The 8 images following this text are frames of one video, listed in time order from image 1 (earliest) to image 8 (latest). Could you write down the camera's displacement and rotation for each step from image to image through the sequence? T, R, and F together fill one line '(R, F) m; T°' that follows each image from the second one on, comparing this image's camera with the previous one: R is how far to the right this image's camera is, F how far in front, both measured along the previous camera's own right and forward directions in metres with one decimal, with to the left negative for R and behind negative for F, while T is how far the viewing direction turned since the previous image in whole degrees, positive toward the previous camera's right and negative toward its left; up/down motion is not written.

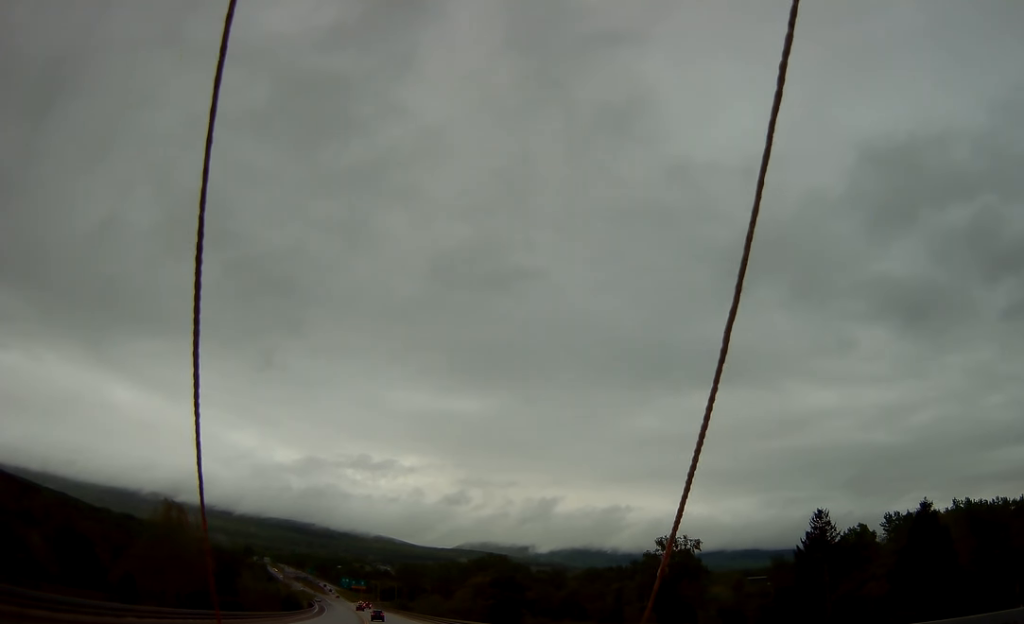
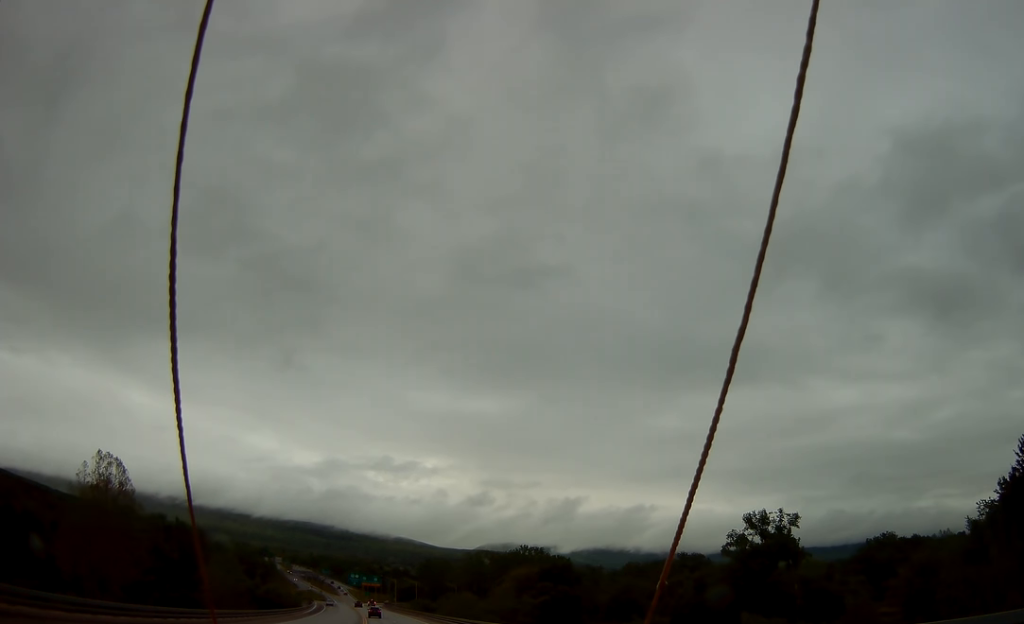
(-0.9, +43.7) m; -2°
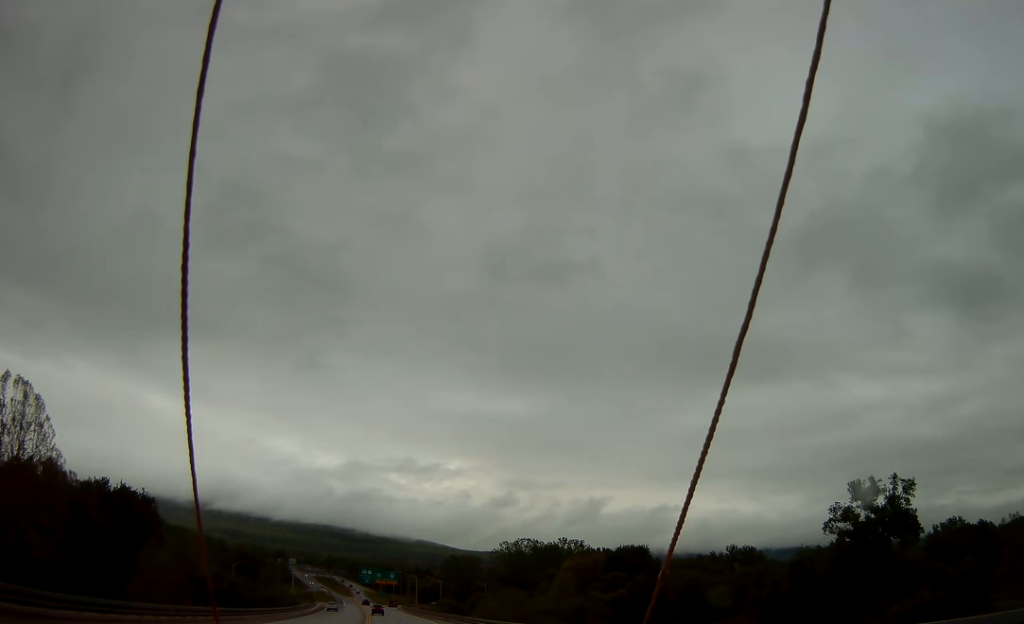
(-0.1, +35.3) m; -1°
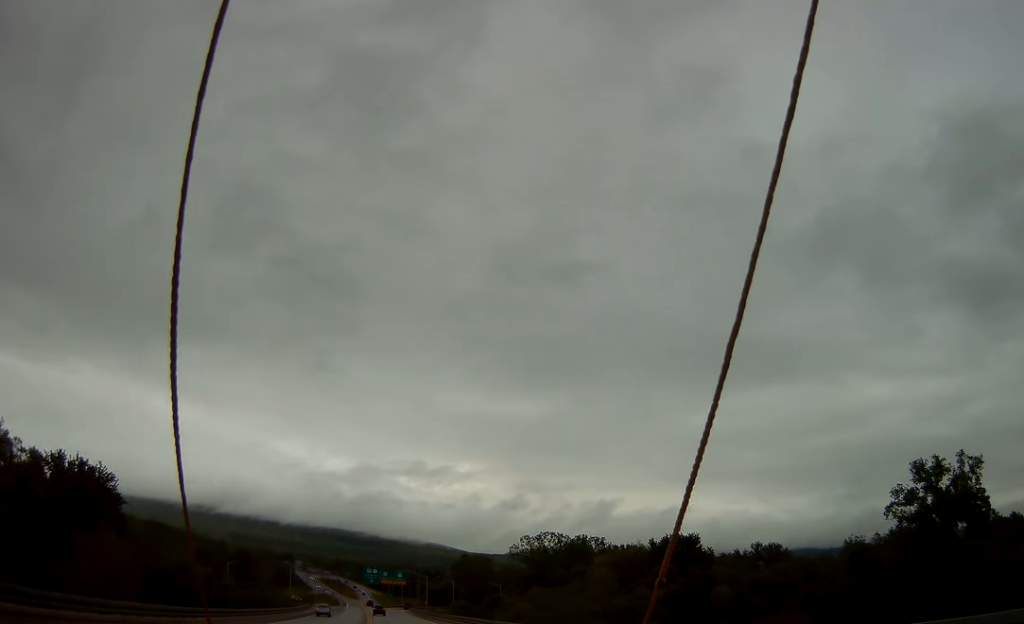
(-0.2, +17.1) m; -1°
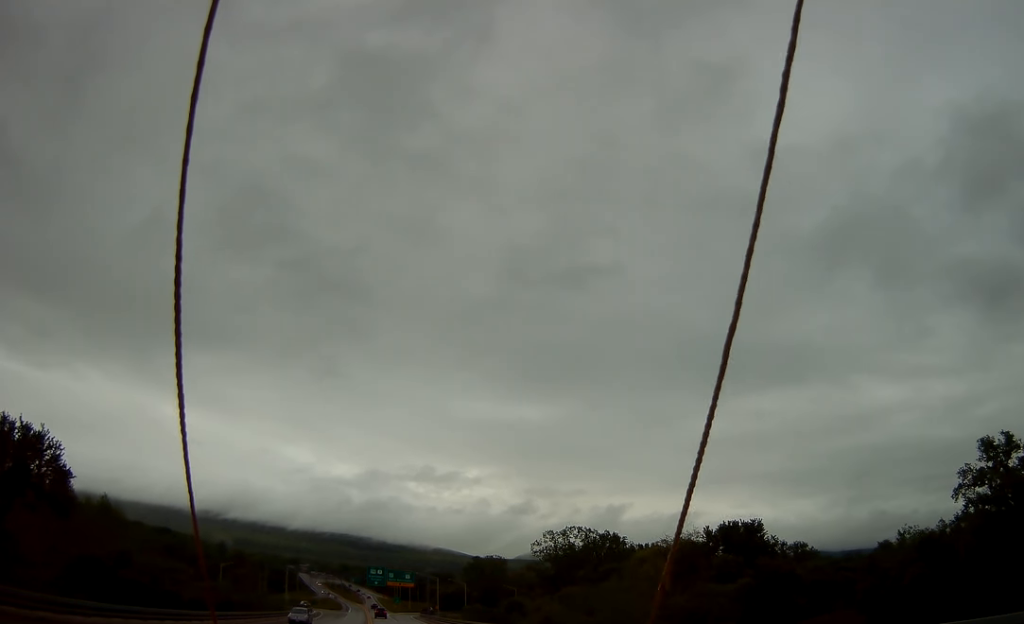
(-0.2, +16.3) m; -1°
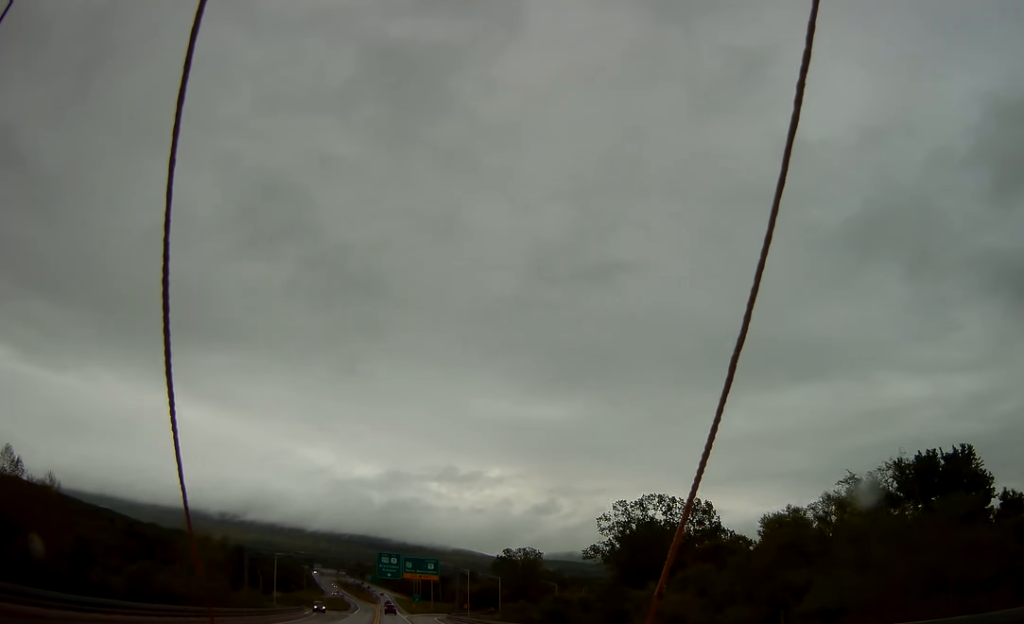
(-0.4, +33.1) m; -1°
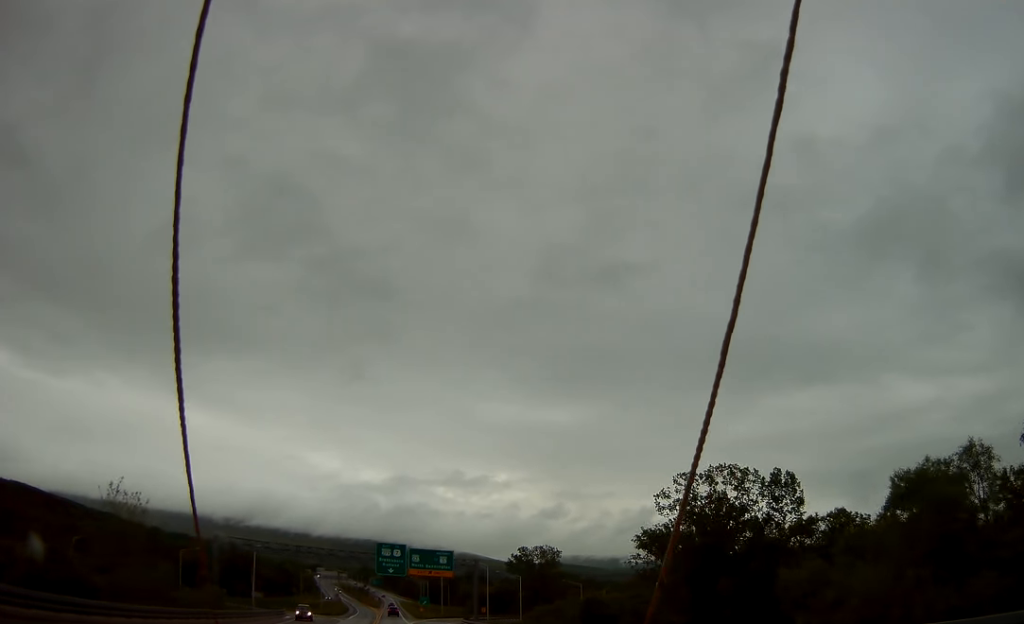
(0.0, +20.8) m; -1°
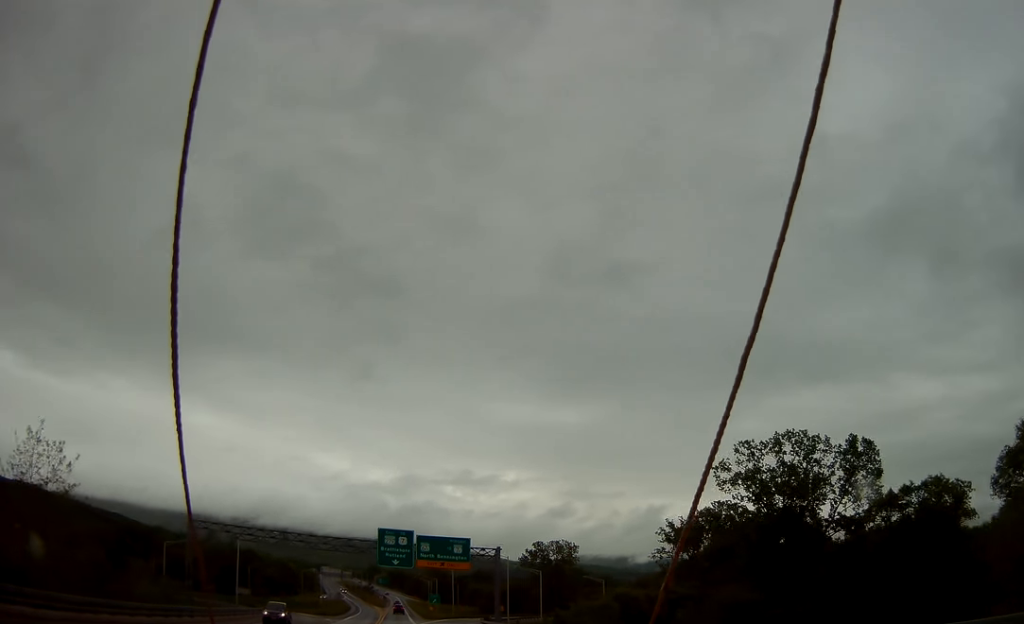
(0.0, +13.6) m; -1°
